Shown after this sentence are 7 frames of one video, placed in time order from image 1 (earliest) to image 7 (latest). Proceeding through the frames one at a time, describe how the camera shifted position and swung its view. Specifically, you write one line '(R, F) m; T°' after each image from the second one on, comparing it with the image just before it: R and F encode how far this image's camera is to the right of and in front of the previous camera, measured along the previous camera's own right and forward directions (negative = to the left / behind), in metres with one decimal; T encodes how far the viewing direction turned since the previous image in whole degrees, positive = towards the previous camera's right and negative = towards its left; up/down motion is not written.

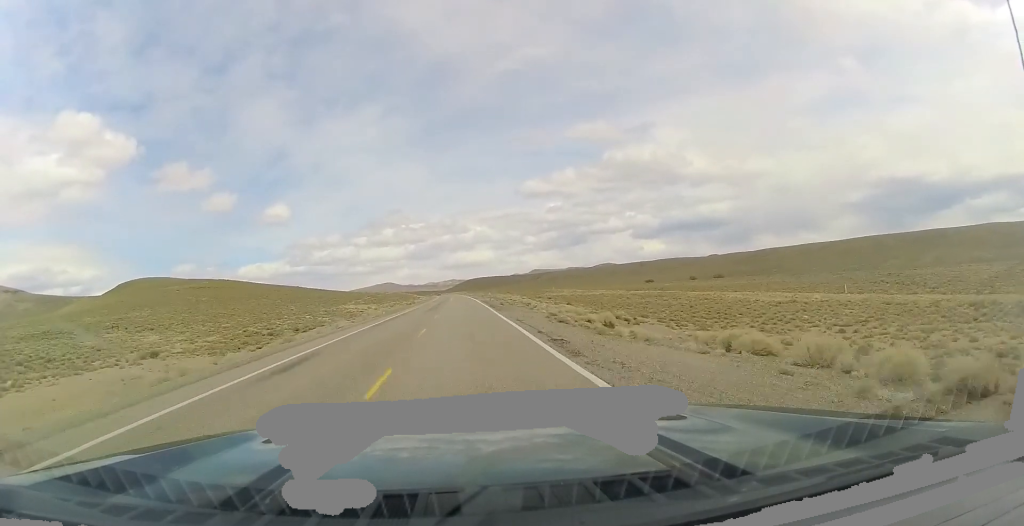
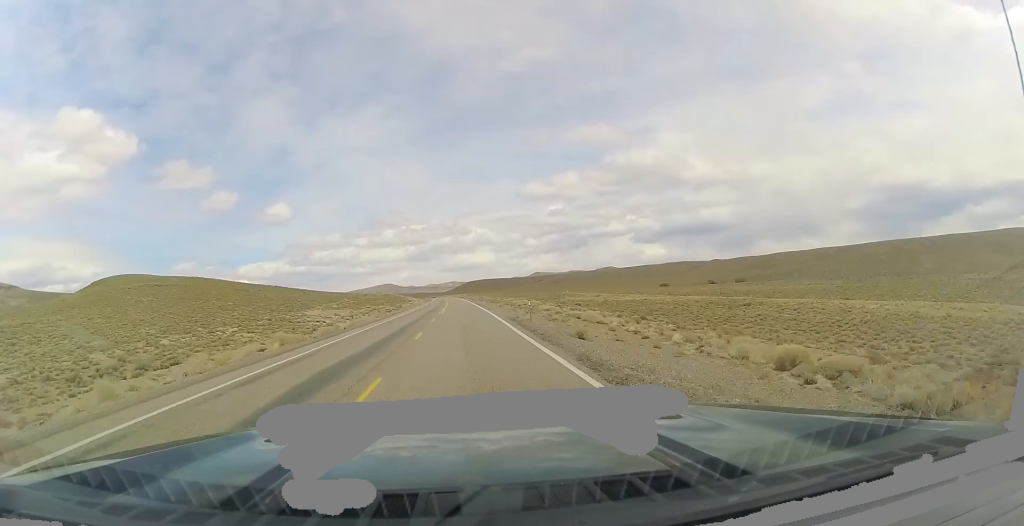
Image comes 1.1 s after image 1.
(-0.5, +37.8) m; 0°
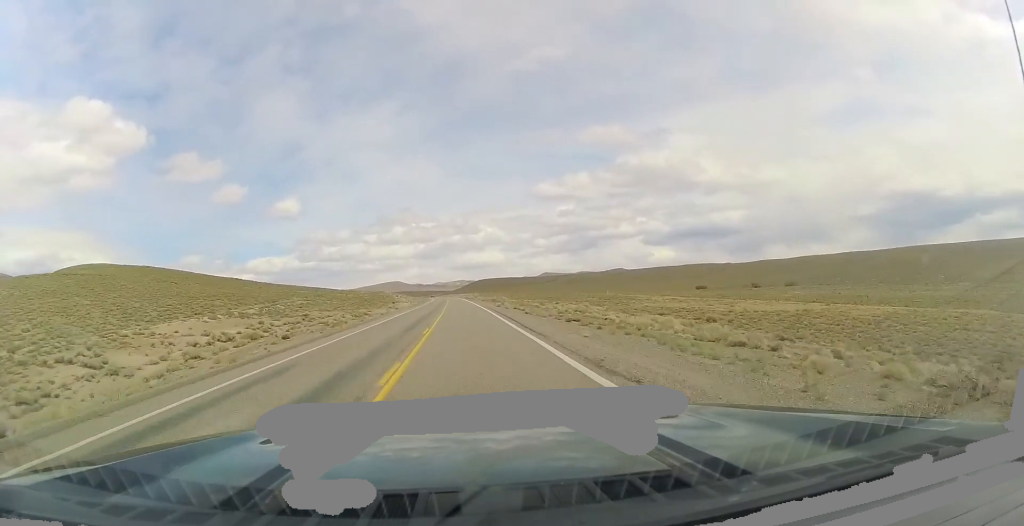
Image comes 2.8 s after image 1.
(+1.0, +59.7) m; 0°
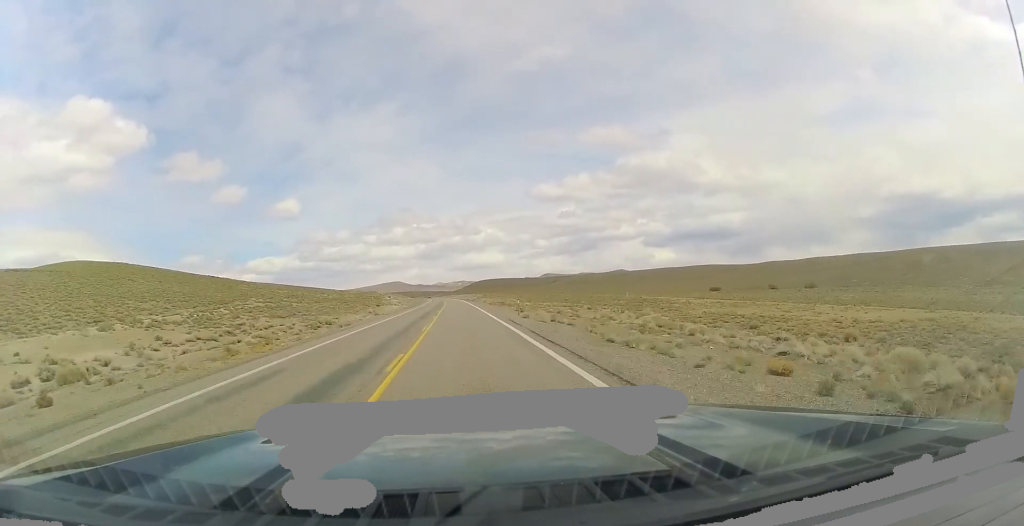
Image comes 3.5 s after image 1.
(-0.4, +23.0) m; -1°
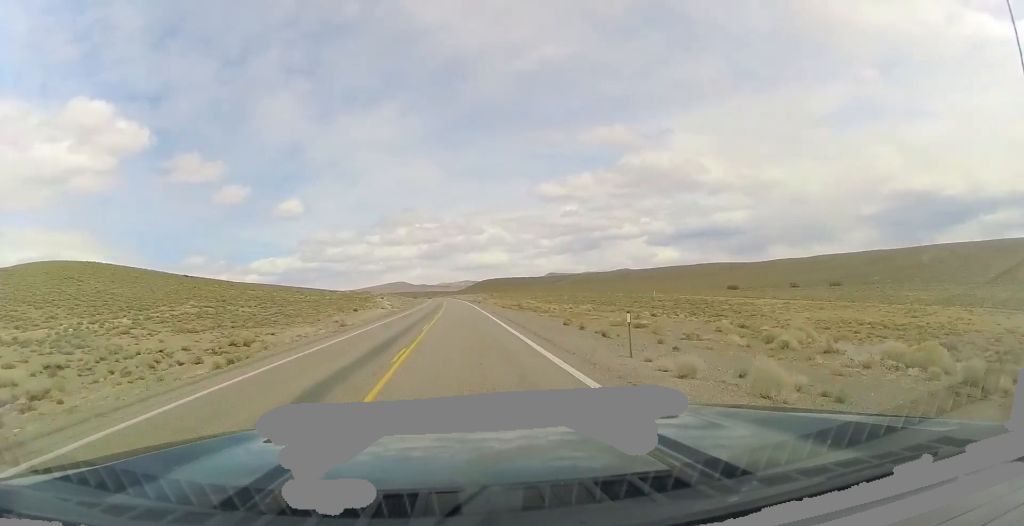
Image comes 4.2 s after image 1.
(-0.2, +22.9) m; -1°
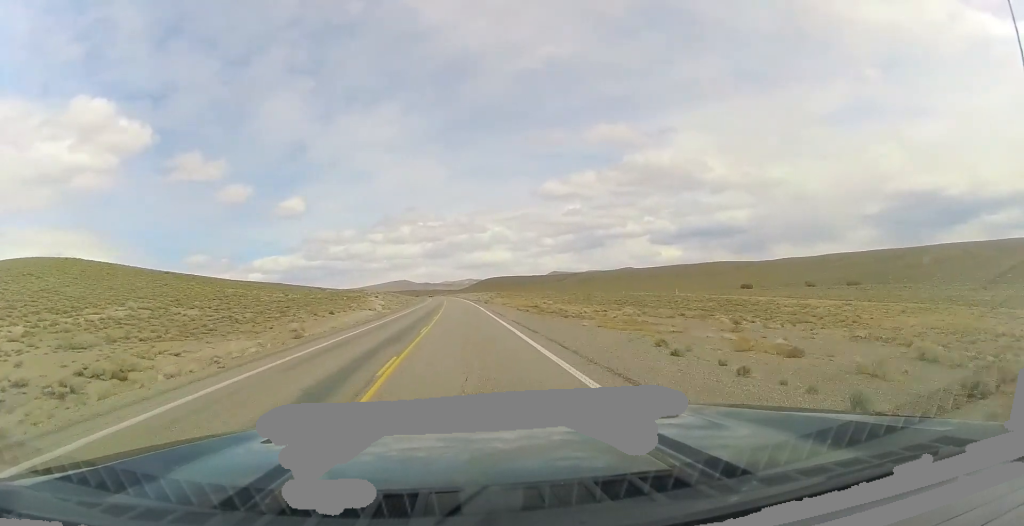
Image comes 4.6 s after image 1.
(+0.1, +14.9) m; -1°
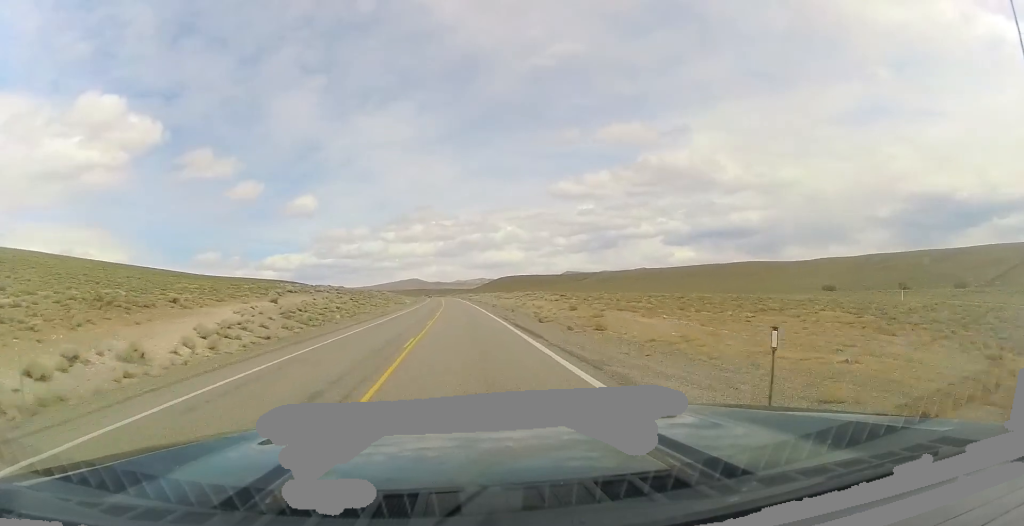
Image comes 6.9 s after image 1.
(-2.1, +79.9) m; -2°
